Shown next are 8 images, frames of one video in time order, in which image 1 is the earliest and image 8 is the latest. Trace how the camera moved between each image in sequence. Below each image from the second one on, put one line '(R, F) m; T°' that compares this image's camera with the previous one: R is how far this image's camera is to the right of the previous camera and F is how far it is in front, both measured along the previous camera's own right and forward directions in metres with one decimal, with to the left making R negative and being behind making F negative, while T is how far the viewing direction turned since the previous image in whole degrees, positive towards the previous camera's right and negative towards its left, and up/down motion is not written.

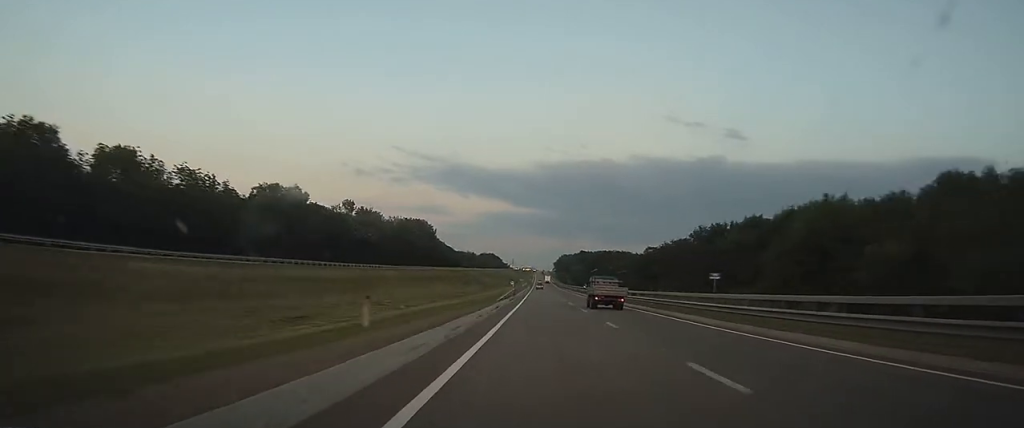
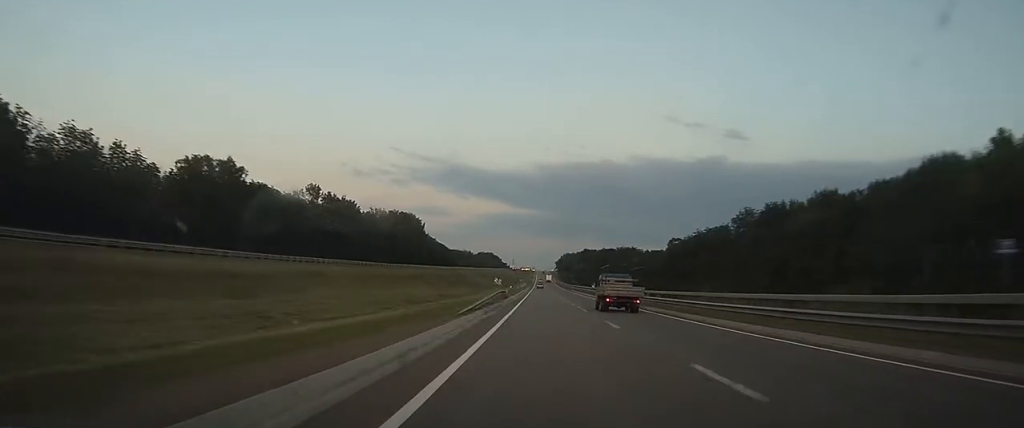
(0.0, +24.5) m; 0°
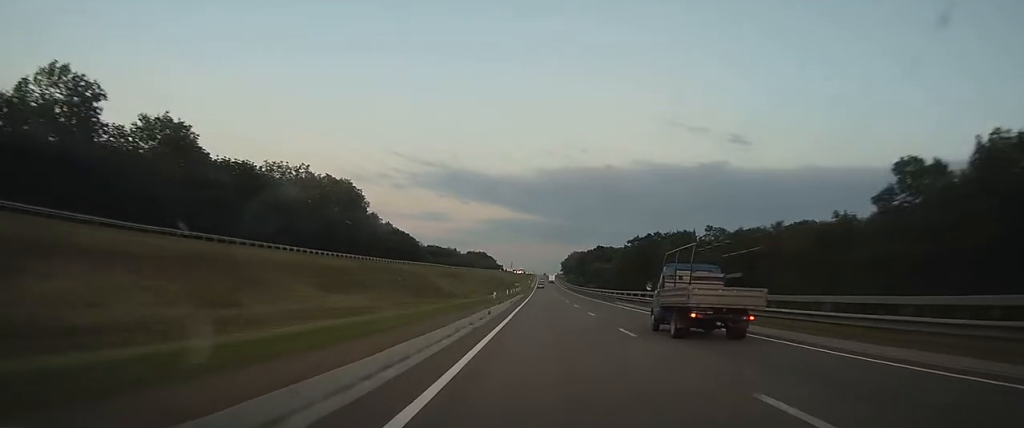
(-0.1, +74.8) m; 0°
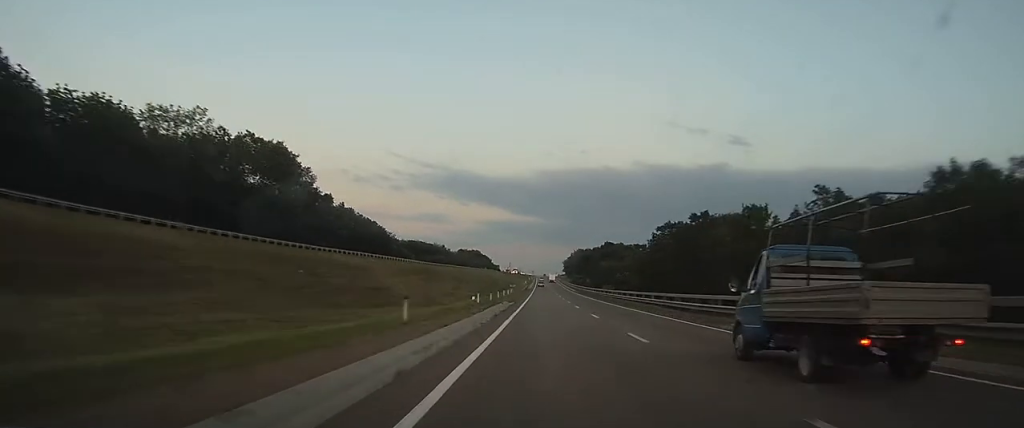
(+0.1, +37.3) m; 0°
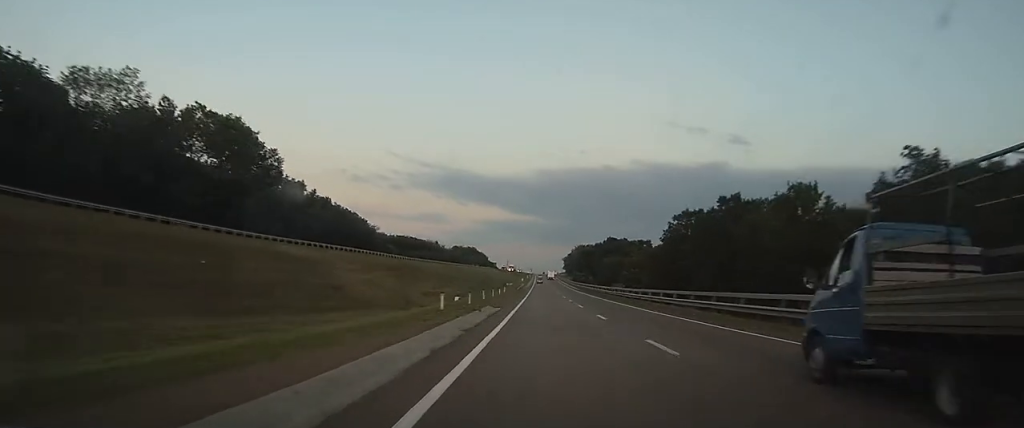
(0.0, +15.0) m; 0°
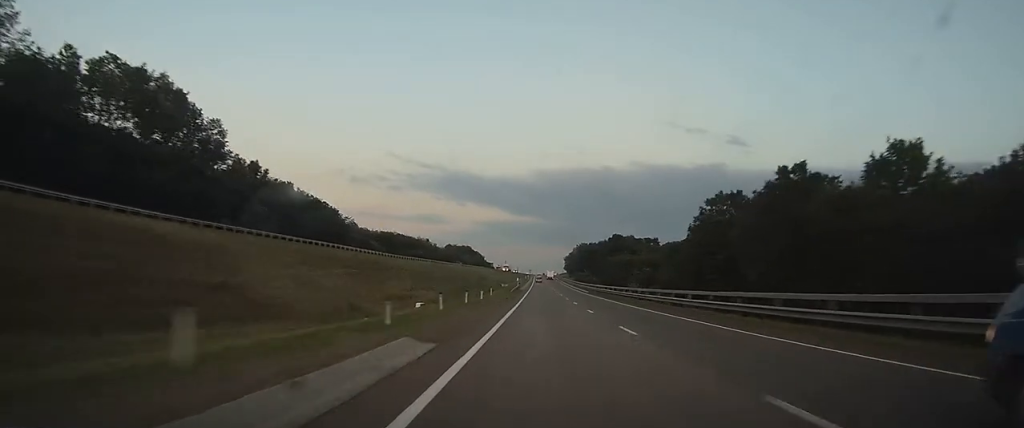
(0.0, +19.7) m; 0°
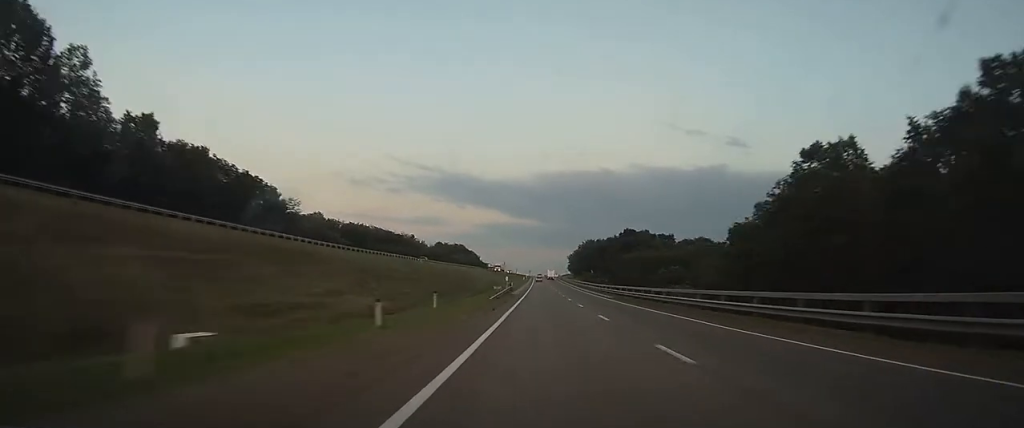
(0.0, +29.7) m; 0°
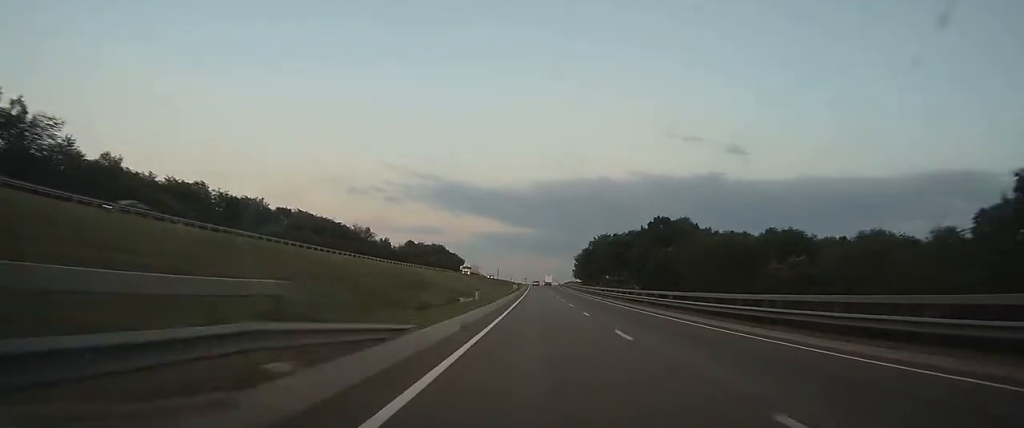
(-0.1, +55.2) m; 0°
